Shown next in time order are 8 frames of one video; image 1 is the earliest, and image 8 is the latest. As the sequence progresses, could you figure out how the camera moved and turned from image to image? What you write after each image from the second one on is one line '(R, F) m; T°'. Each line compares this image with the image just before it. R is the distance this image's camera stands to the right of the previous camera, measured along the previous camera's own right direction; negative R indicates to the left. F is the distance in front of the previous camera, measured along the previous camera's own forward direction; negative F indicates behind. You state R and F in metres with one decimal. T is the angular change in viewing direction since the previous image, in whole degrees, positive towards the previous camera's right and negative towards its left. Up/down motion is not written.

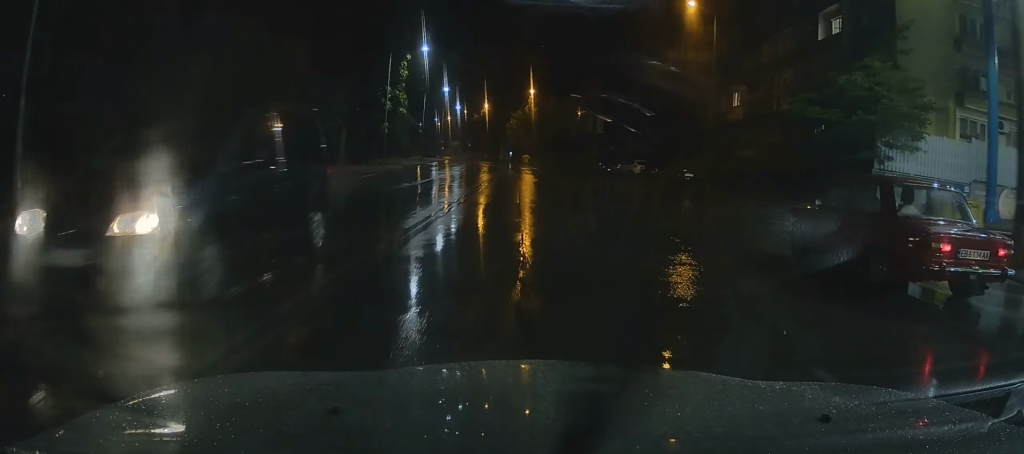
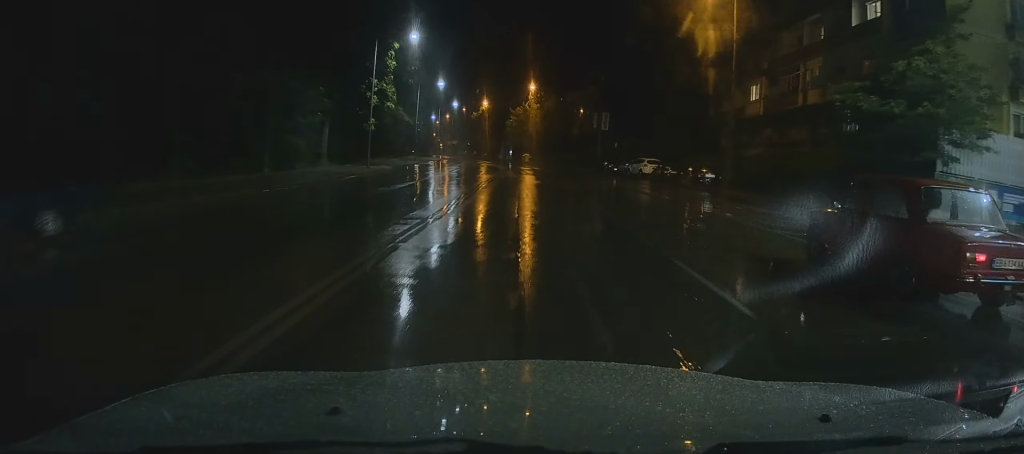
(-0.2, +4.8) m; -2°
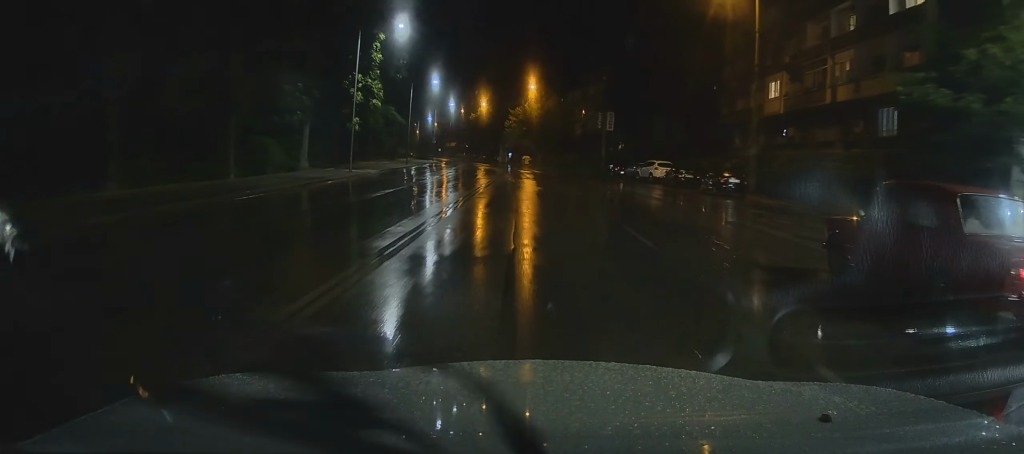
(-0.1, +4.6) m; -1°
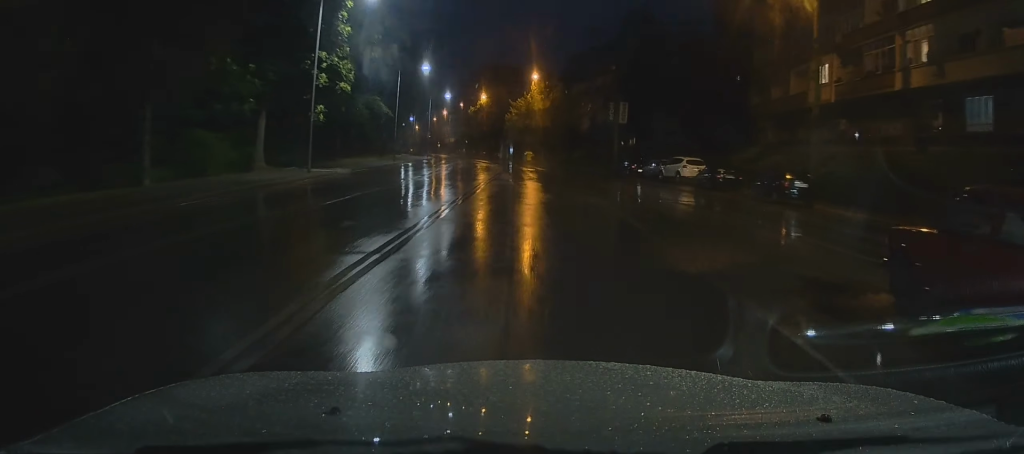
(0.0, +8.1) m; 0°
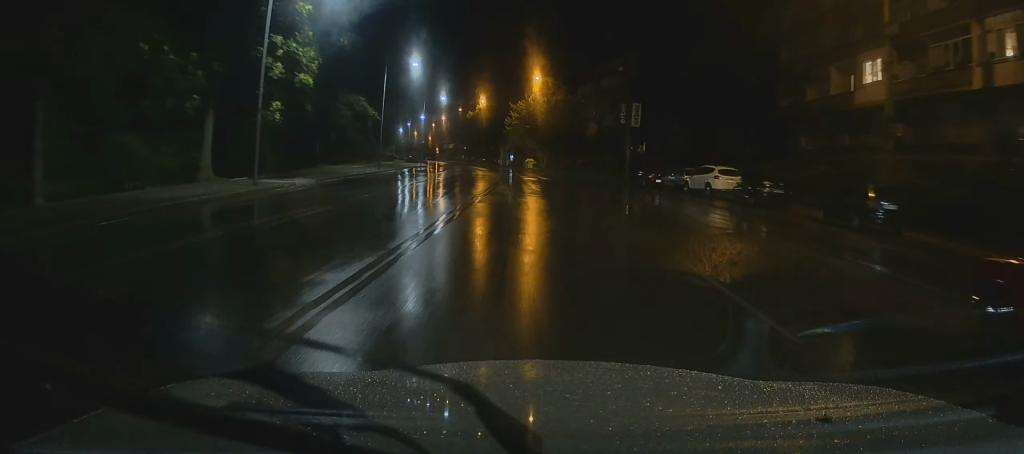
(0.0, +6.5) m; -1°
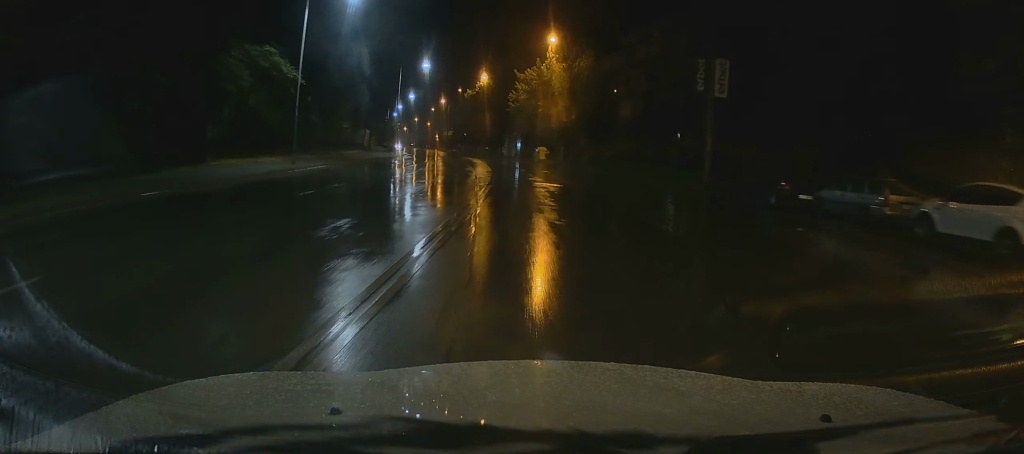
(-0.1, +22.2) m; 0°
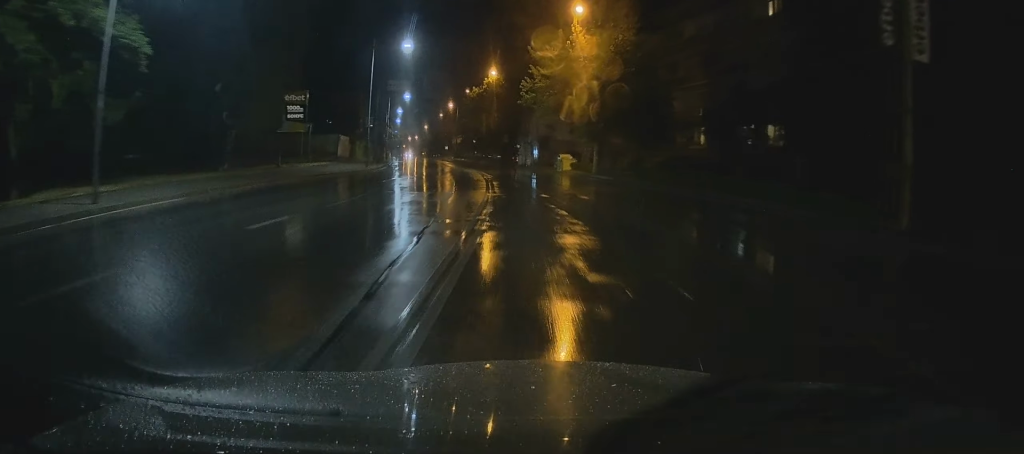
(-0.1, +17.3) m; -2°
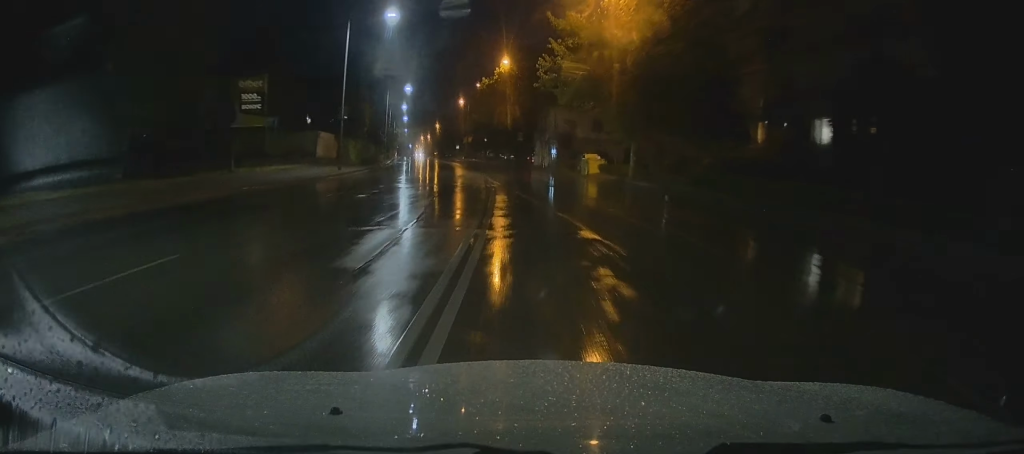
(-0.1, +10.4) m; -1°
